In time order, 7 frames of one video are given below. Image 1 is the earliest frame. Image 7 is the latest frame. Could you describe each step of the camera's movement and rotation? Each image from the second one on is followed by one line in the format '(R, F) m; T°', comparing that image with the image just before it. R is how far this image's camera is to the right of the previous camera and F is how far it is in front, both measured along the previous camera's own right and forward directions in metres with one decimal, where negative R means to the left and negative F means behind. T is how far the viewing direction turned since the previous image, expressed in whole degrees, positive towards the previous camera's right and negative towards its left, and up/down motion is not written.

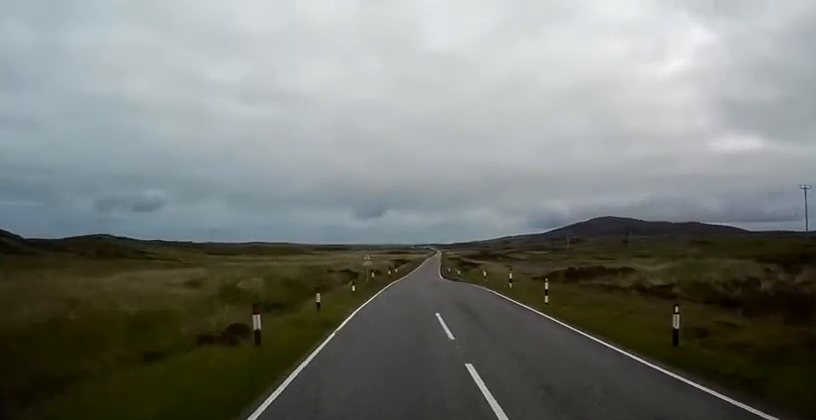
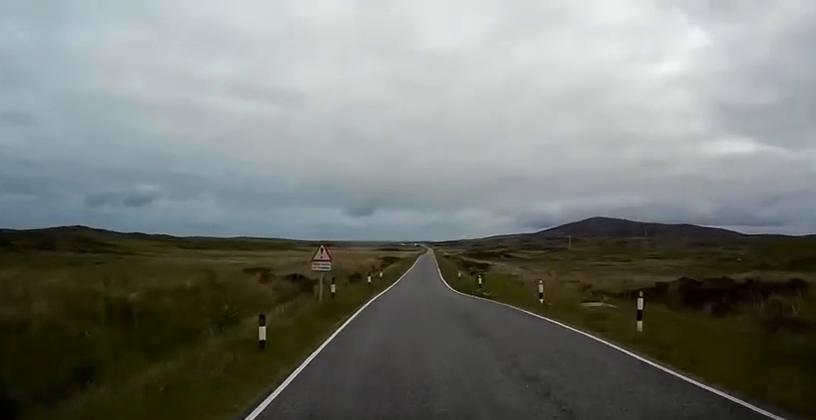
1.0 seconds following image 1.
(+0.1, +17.8) m; +1°
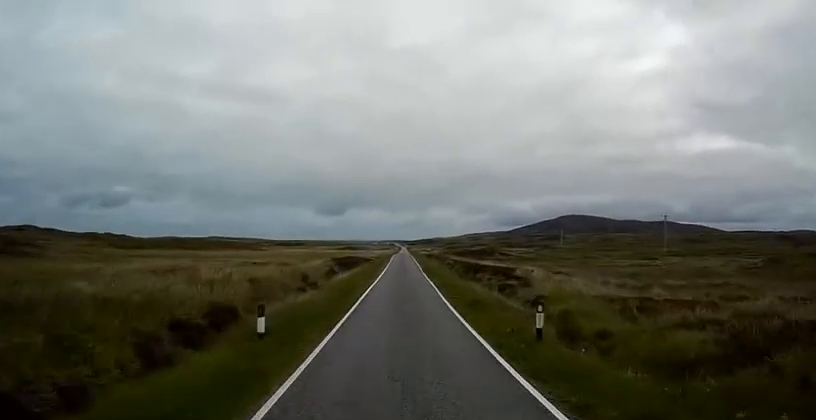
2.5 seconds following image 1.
(+0.6, +27.6) m; +2°
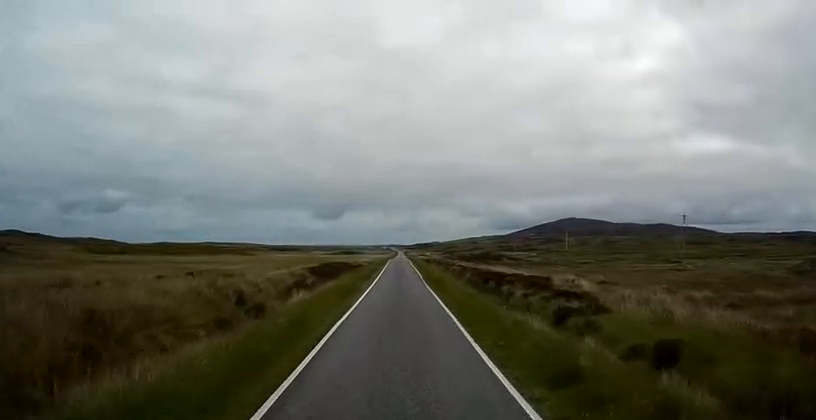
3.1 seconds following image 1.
(+0.1, +10.9) m; +1°
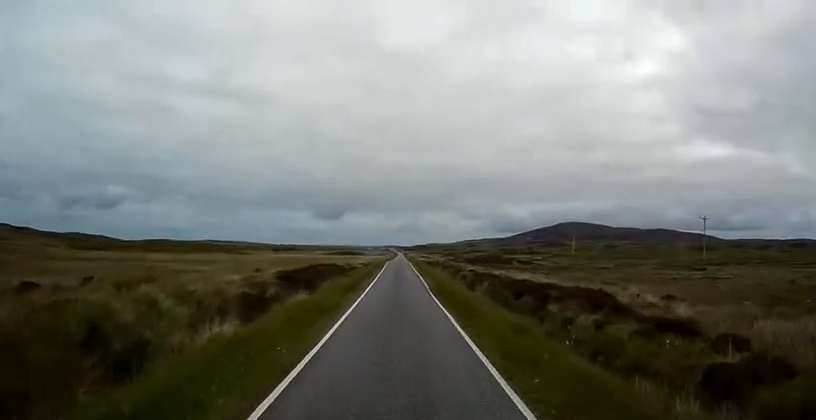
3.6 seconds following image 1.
(0.0, +8.7) m; 0°
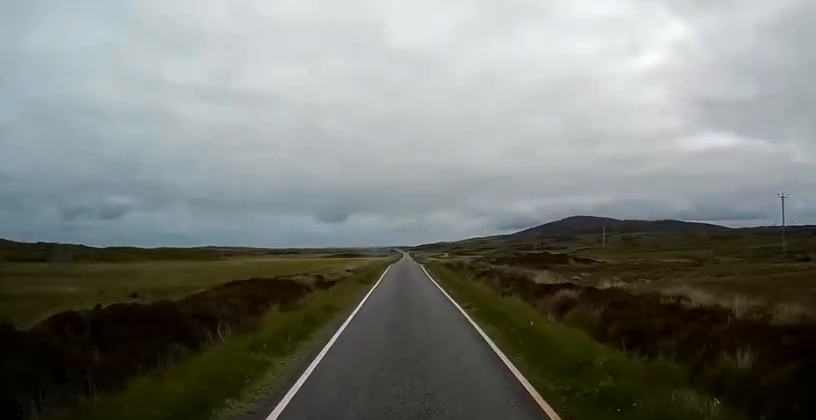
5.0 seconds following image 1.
(+0.2, +25.9) m; +1°
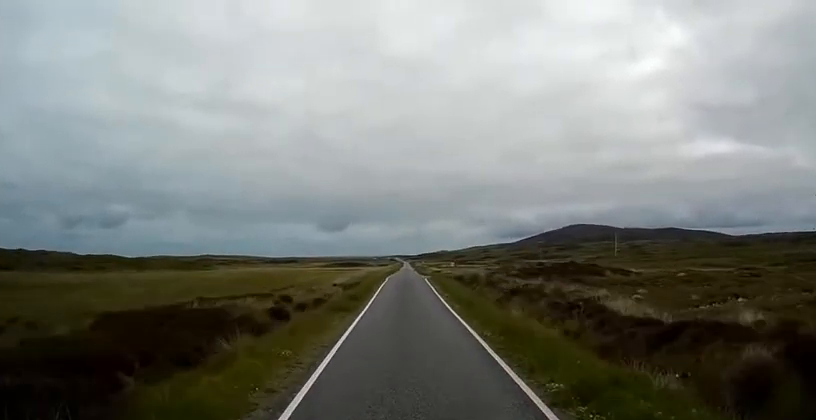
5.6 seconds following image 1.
(0.0, +10.5) m; 0°
